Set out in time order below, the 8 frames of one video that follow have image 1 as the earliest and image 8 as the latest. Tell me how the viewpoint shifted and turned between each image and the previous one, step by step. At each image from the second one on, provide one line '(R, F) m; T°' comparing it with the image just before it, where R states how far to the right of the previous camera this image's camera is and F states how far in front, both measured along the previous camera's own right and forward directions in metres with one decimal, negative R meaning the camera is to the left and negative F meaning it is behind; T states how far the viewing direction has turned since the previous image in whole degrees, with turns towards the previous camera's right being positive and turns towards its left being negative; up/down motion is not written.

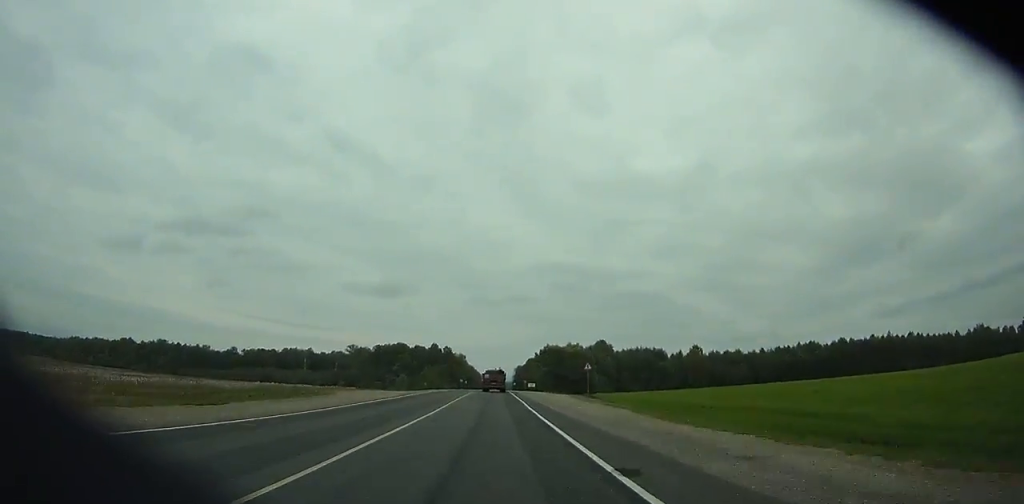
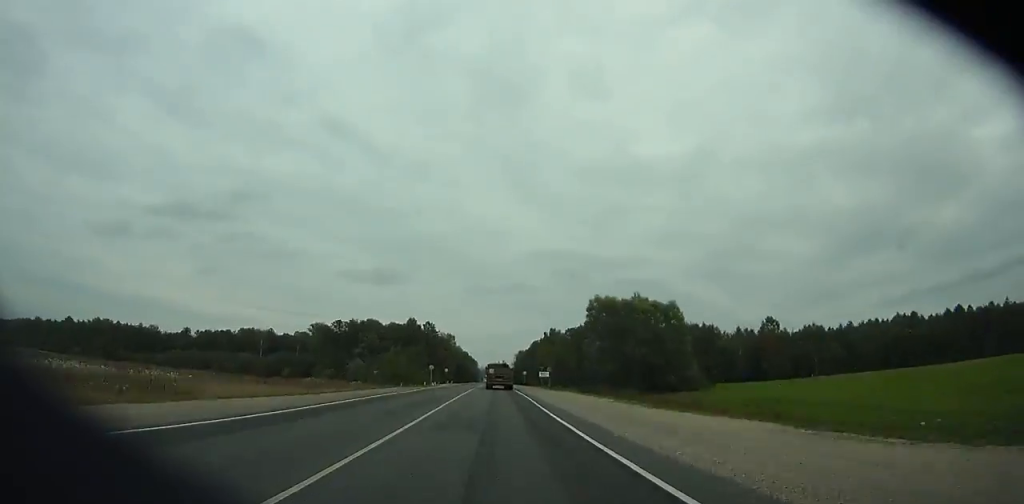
(+0.4, +72.9) m; +1°
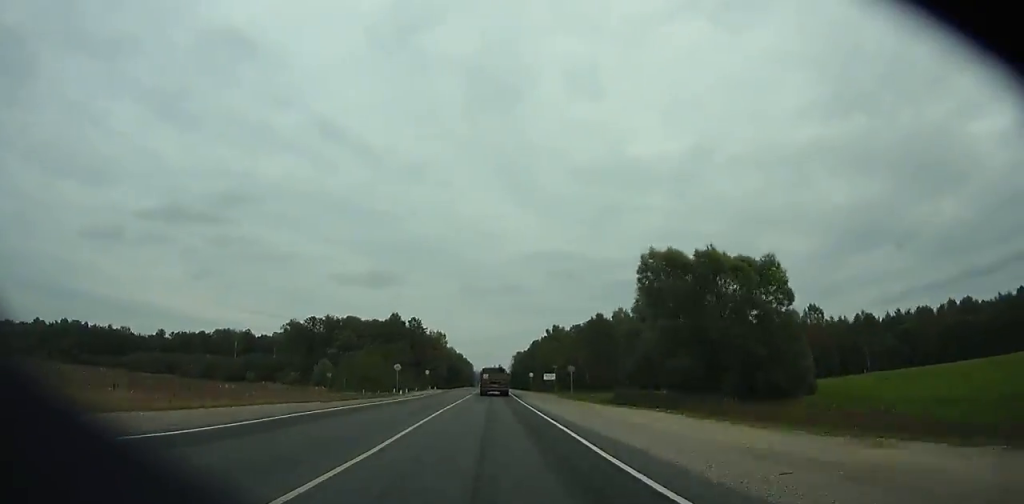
(0.0, +29.9) m; 0°
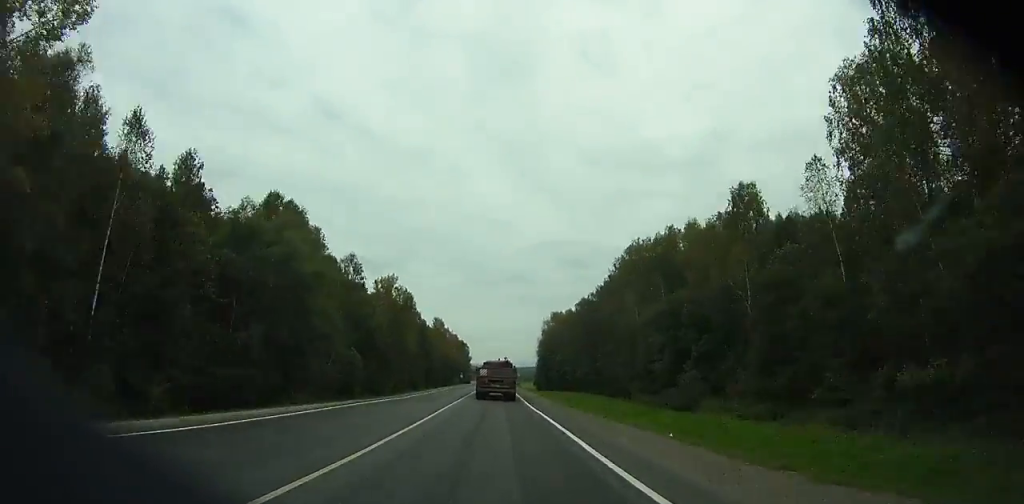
(+0.7, +209.1) m; 0°
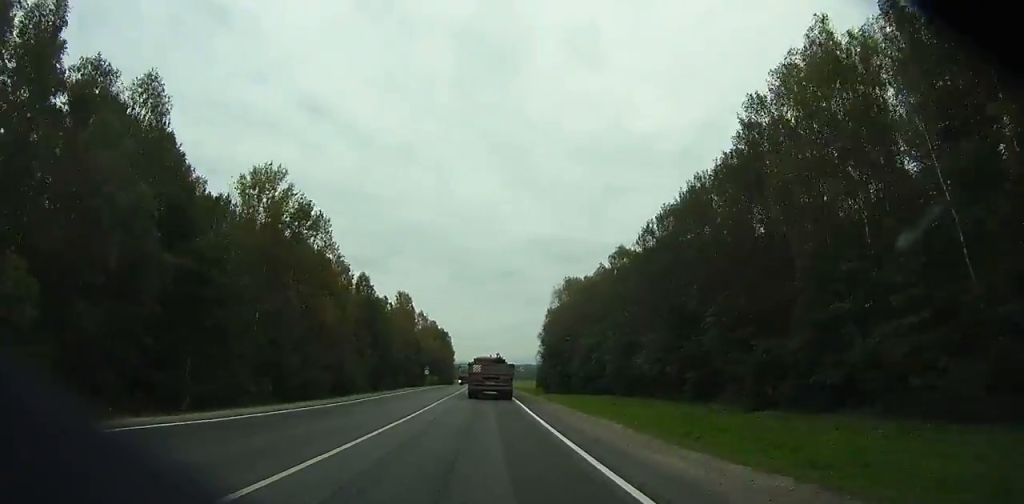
(-0.8, +62.1) m; 0°
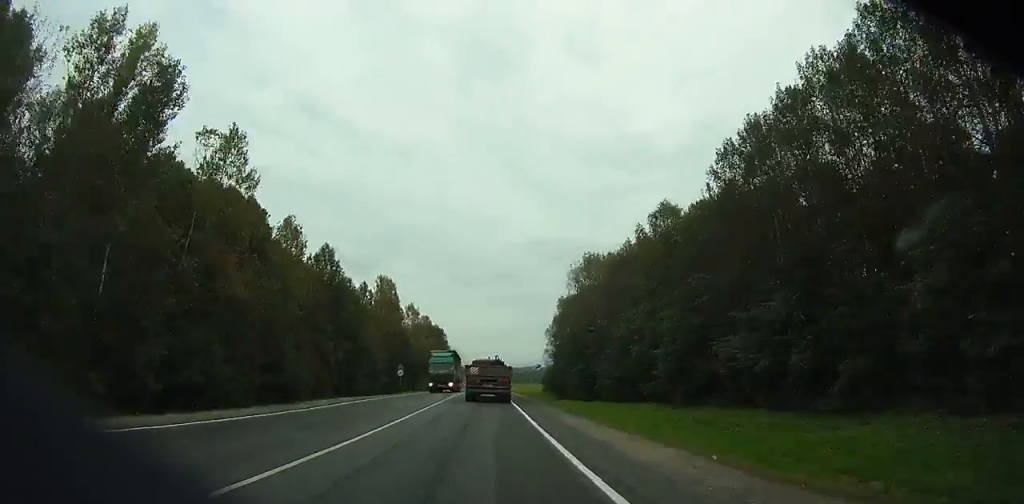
(+0.2, +27.8) m; 0°
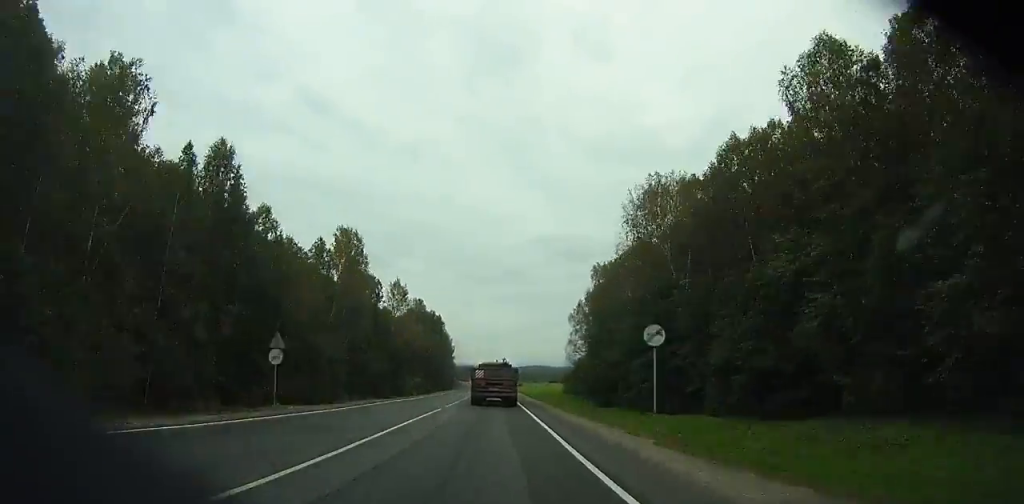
(0.0, +40.4) m; 0°
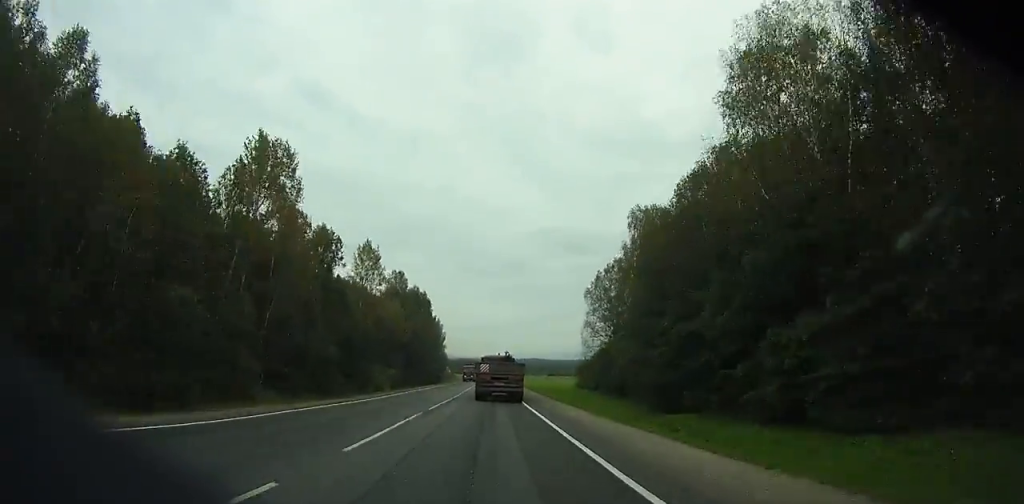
(-0.1, +31.8) m; 0°
